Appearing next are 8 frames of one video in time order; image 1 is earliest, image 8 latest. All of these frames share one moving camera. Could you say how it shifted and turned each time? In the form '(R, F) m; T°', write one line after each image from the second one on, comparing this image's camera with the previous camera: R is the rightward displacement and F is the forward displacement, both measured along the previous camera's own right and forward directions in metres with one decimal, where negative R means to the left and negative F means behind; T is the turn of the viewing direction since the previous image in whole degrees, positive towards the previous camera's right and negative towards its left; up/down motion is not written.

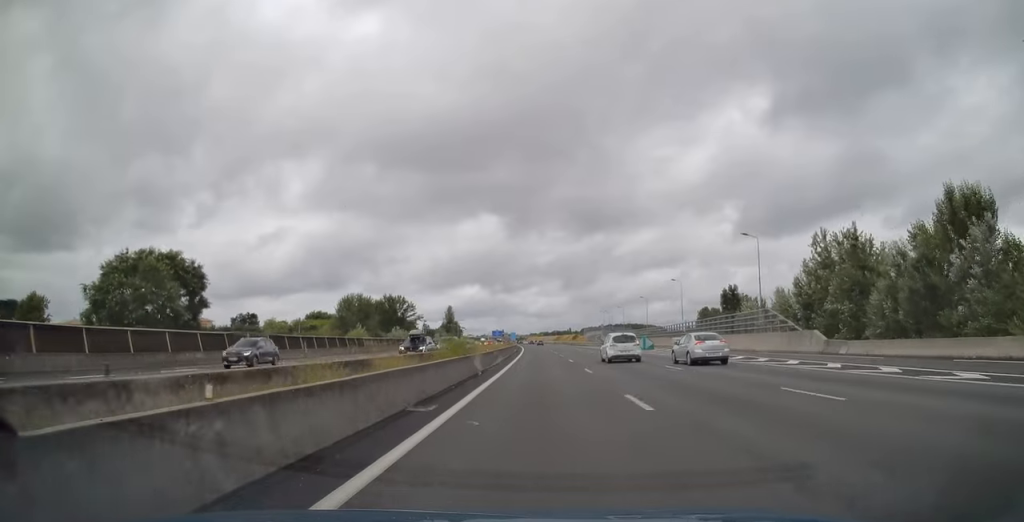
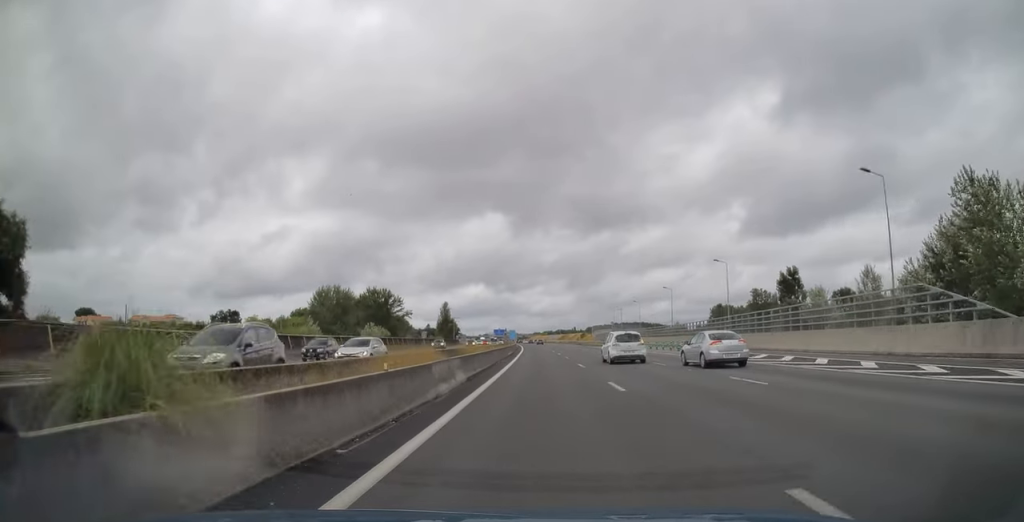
(-0.1, +22.1) m; 0°
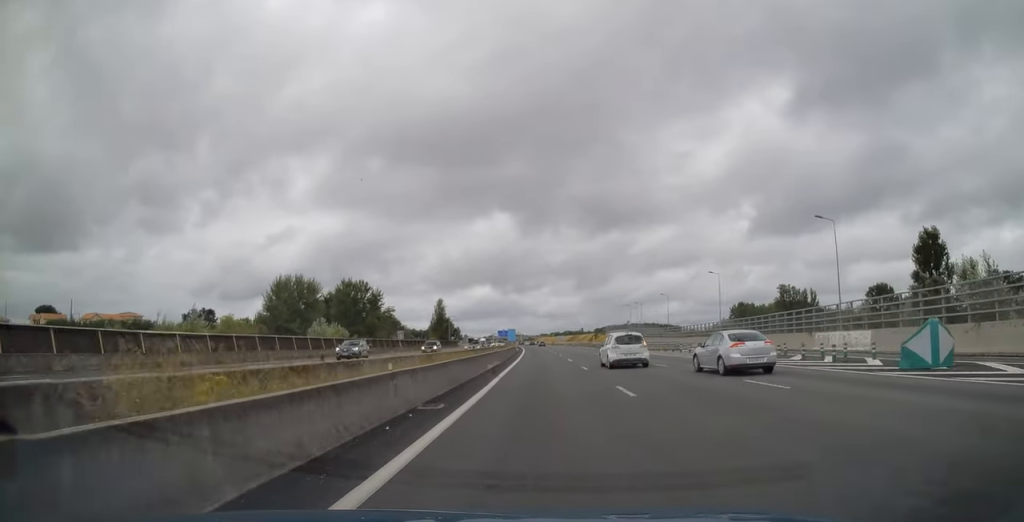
(-0.1, +27.3) m; 0°
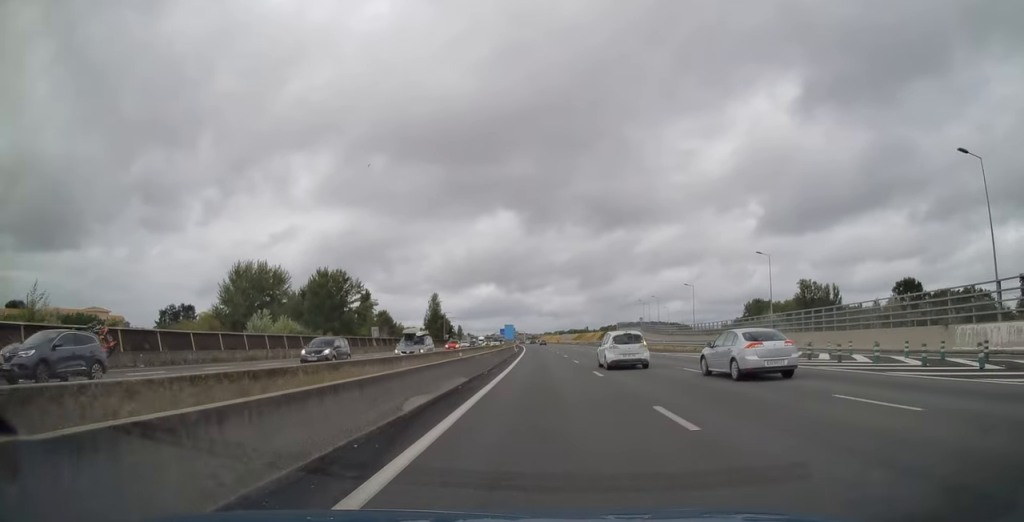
(-0.1, +18.3) m; 0°
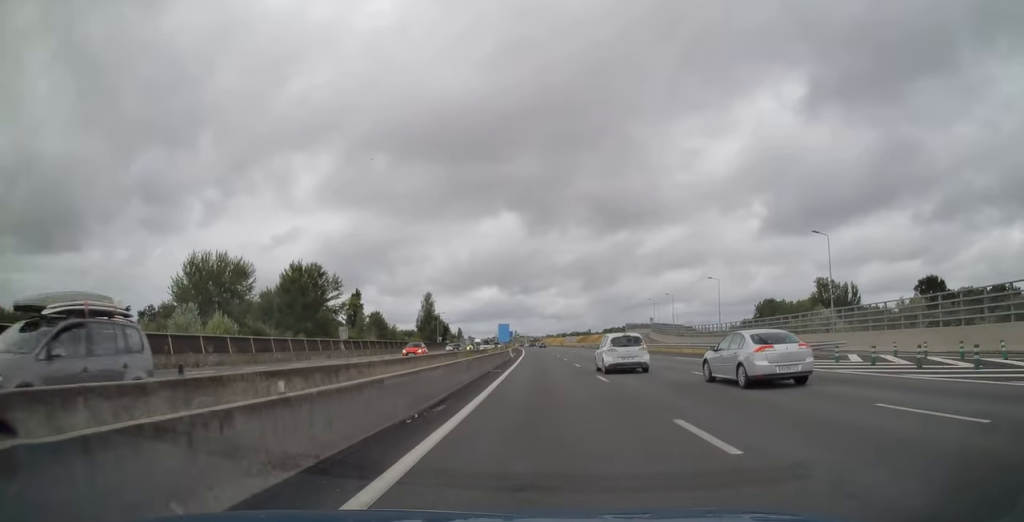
(+0.1, +14.7) m; 0°
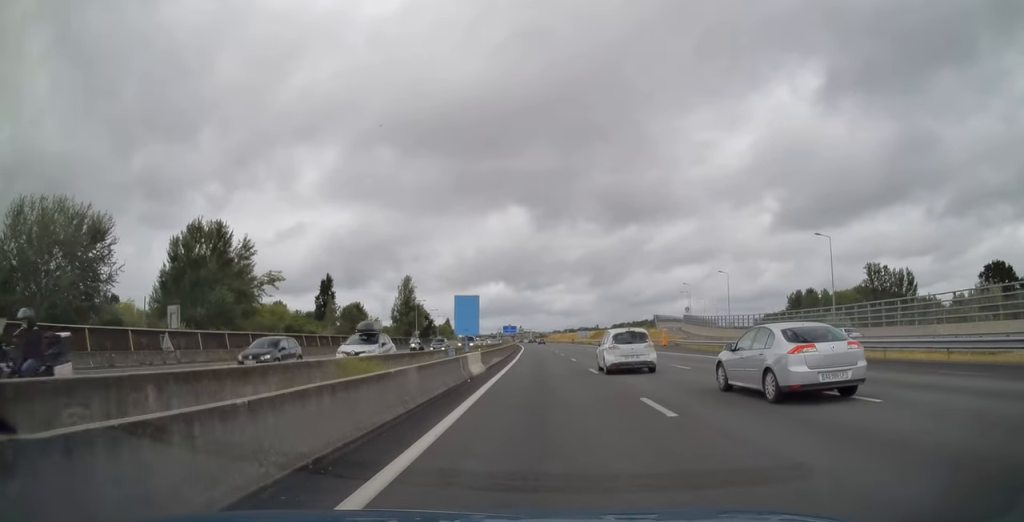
(-0.4, +36.3) m; -1°
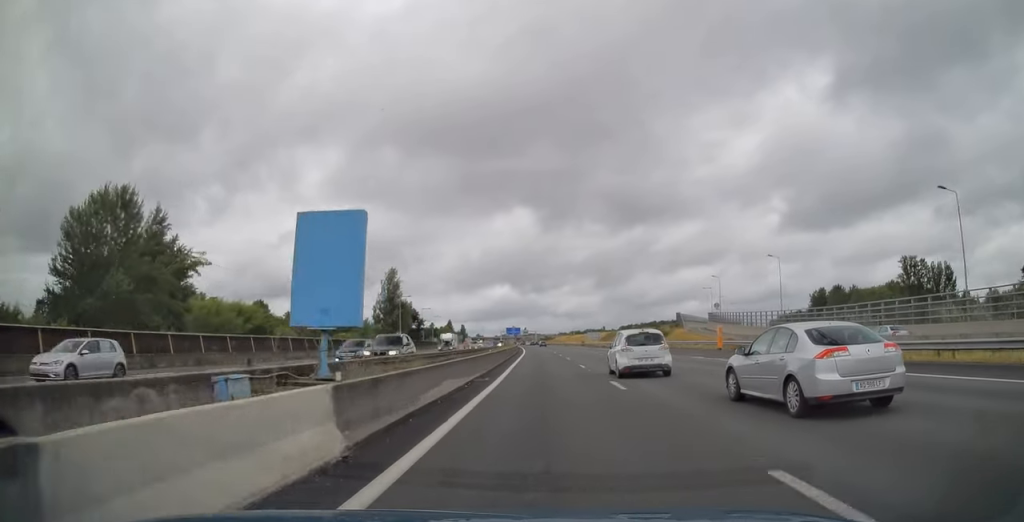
(0.0, +20.0) m; 0°
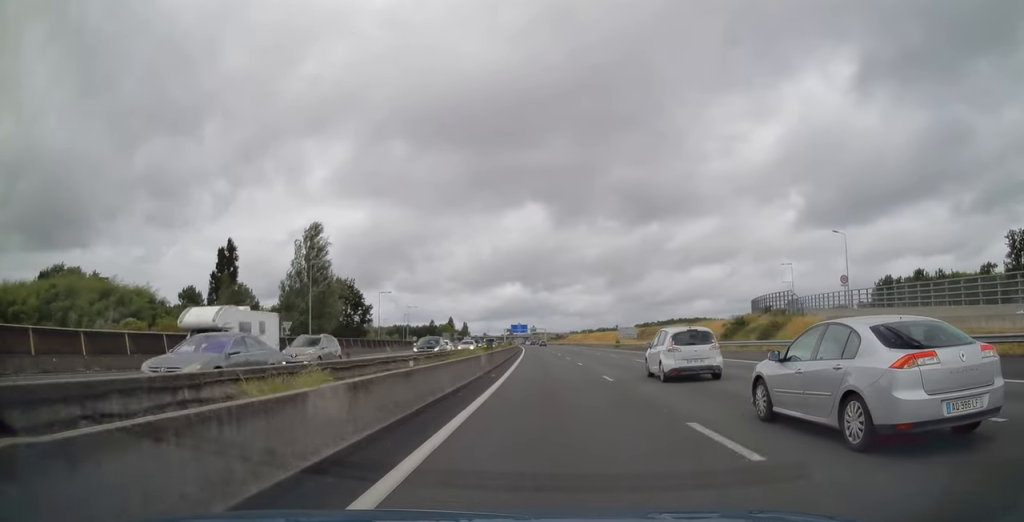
(-0.4, +49.0) m; -1°
